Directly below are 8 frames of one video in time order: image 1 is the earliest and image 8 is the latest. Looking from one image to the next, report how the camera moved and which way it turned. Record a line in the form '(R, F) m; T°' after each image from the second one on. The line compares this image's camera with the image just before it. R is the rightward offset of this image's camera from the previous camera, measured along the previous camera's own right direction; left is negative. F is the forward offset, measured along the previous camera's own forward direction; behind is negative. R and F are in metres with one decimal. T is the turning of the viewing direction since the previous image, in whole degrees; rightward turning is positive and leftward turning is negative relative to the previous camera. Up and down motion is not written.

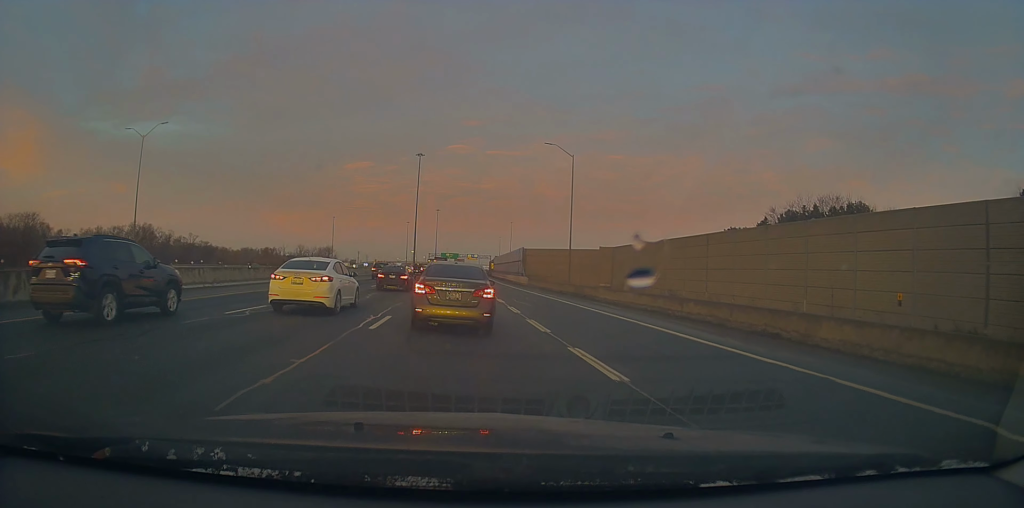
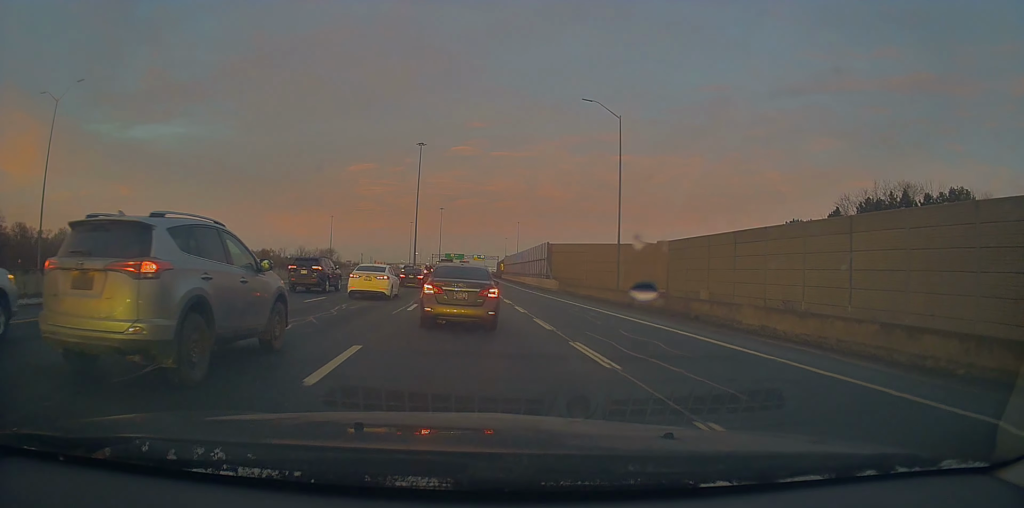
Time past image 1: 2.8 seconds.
(0.0, +18.0) m; 0°
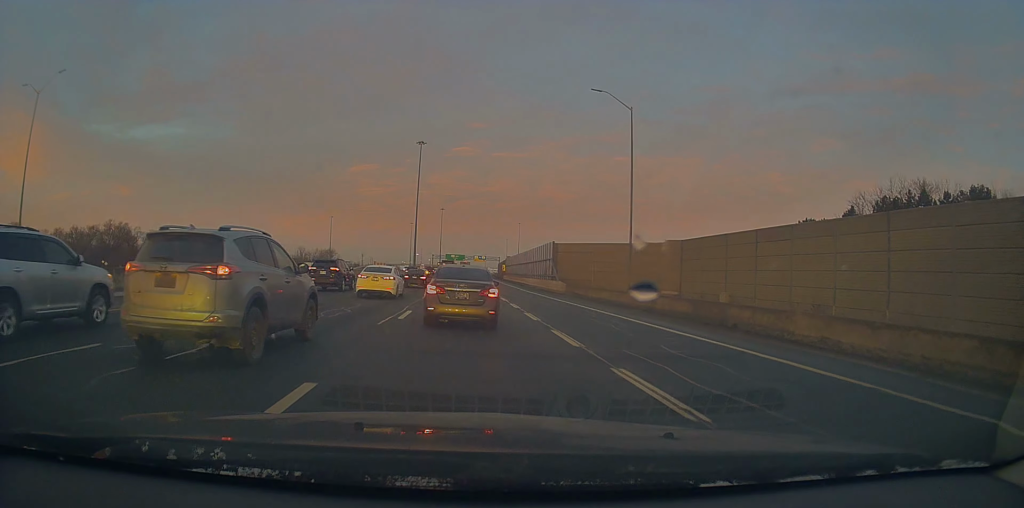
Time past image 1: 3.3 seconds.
(0.0, +3.1) m; 0°
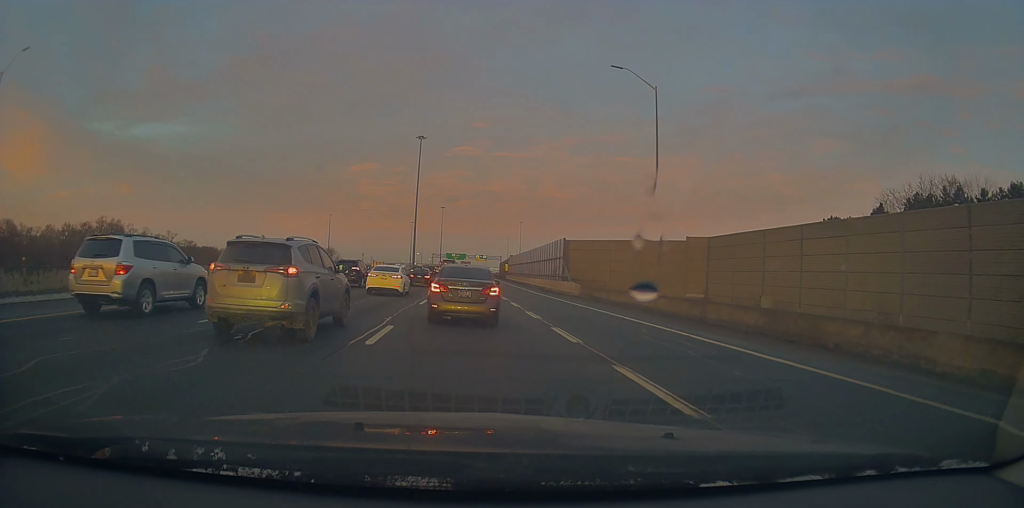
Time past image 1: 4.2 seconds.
(0.0, +5.2) m; -1°
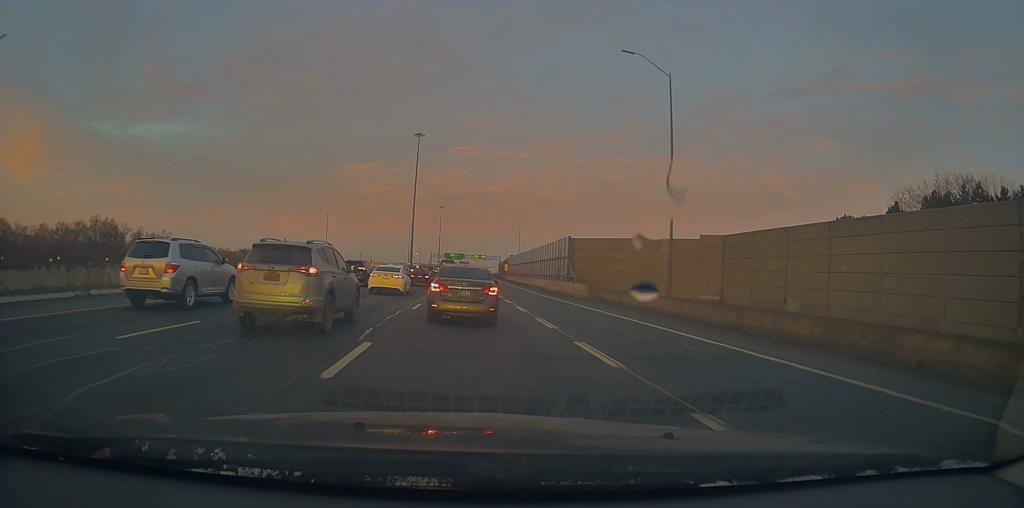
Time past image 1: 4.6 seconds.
(0.0, +2.8) m; -2°
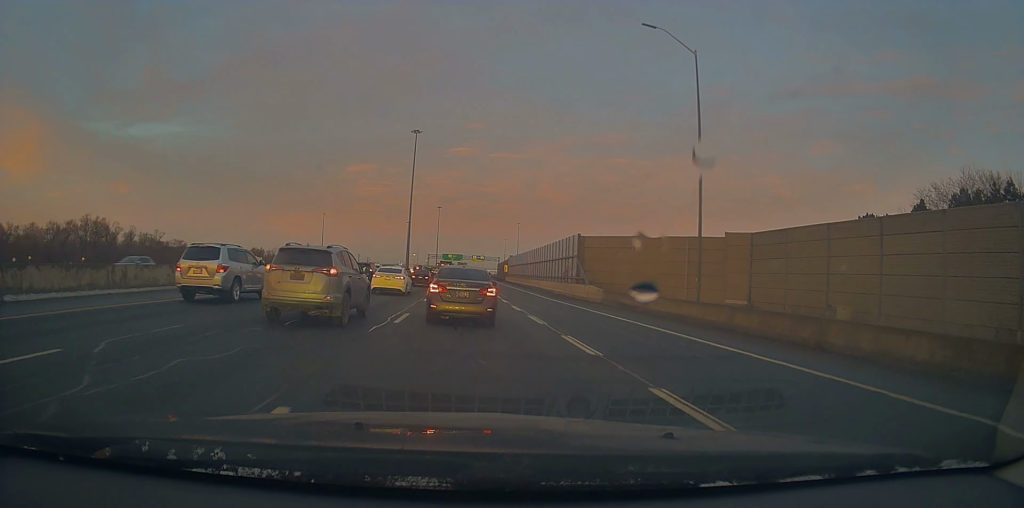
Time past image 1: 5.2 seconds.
(-0.1, +4.3) m; -2°
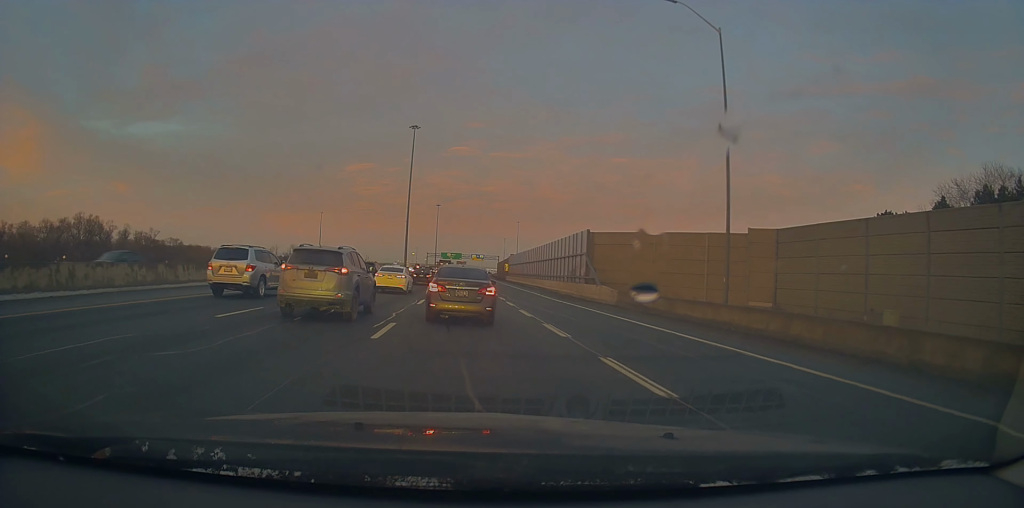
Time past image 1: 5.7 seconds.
(-0.1, +3.3) m; -1°
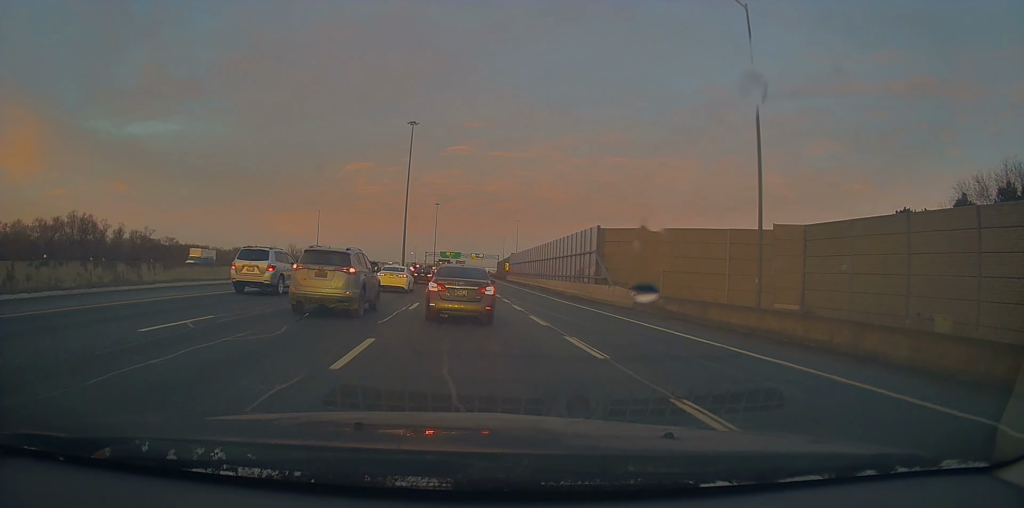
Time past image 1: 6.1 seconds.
(0.0, +3.2) m; +2°
